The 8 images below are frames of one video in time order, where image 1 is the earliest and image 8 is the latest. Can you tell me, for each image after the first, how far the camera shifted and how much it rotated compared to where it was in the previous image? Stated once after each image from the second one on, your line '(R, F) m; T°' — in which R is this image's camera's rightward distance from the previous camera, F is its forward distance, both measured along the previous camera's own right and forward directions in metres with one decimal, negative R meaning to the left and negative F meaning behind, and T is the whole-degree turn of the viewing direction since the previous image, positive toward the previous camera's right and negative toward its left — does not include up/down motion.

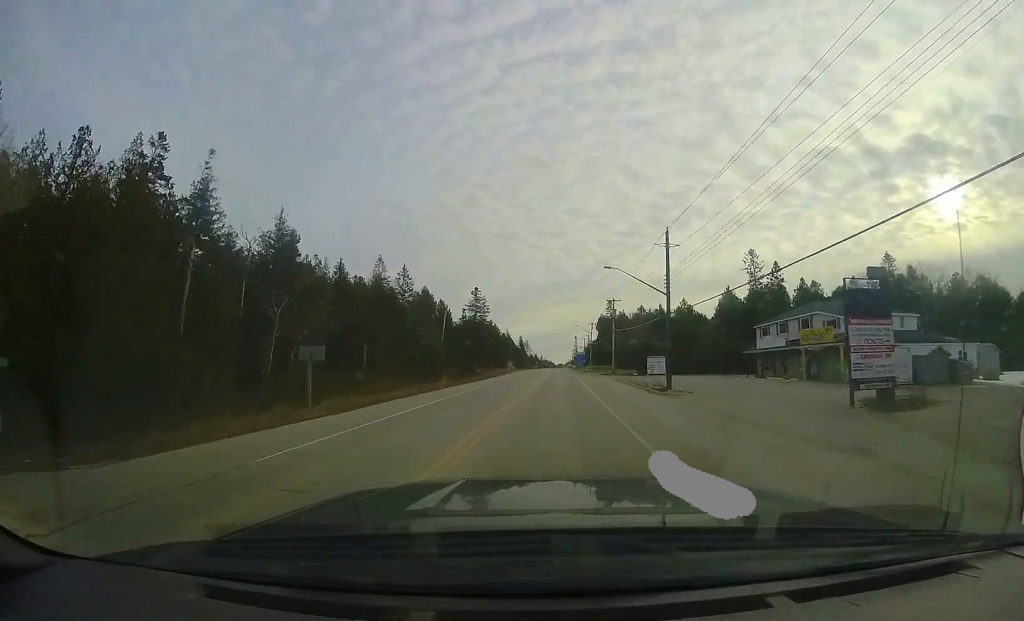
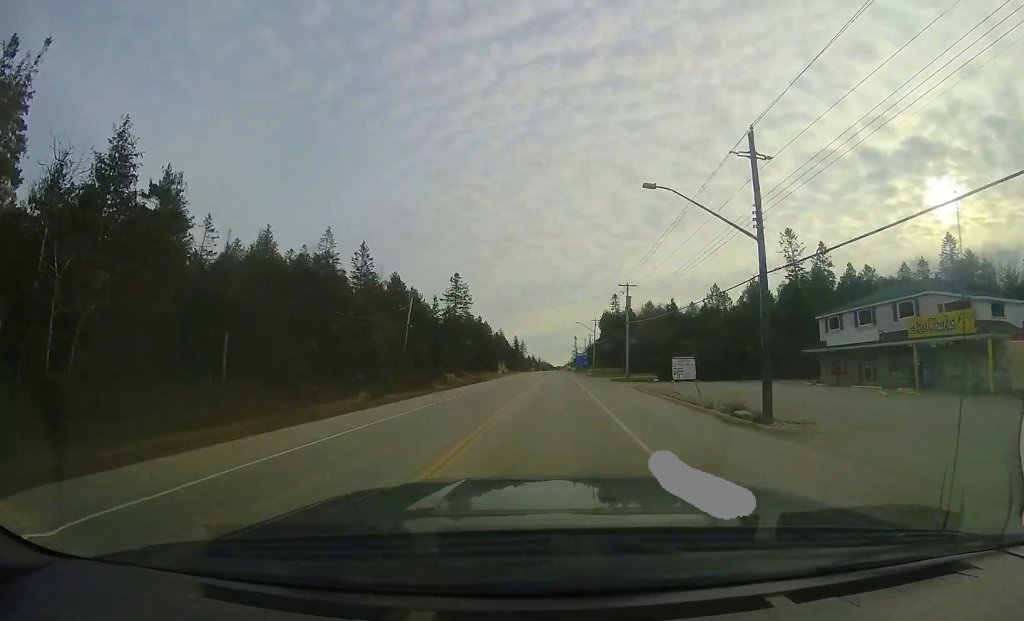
(-0.4, +12.1) m; -1°
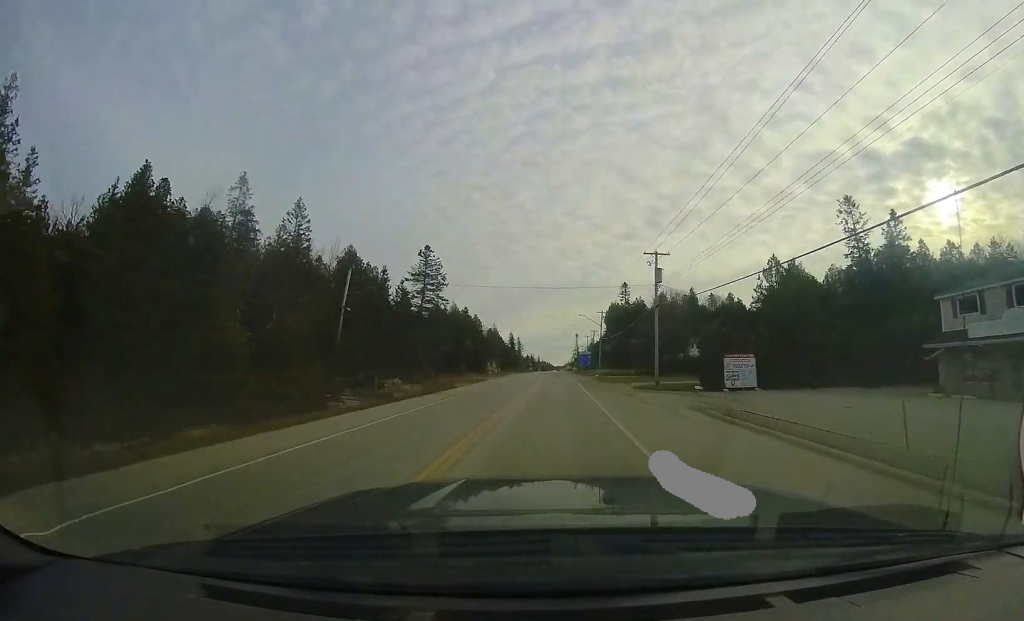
(+0.2, +12.8) m; +1°
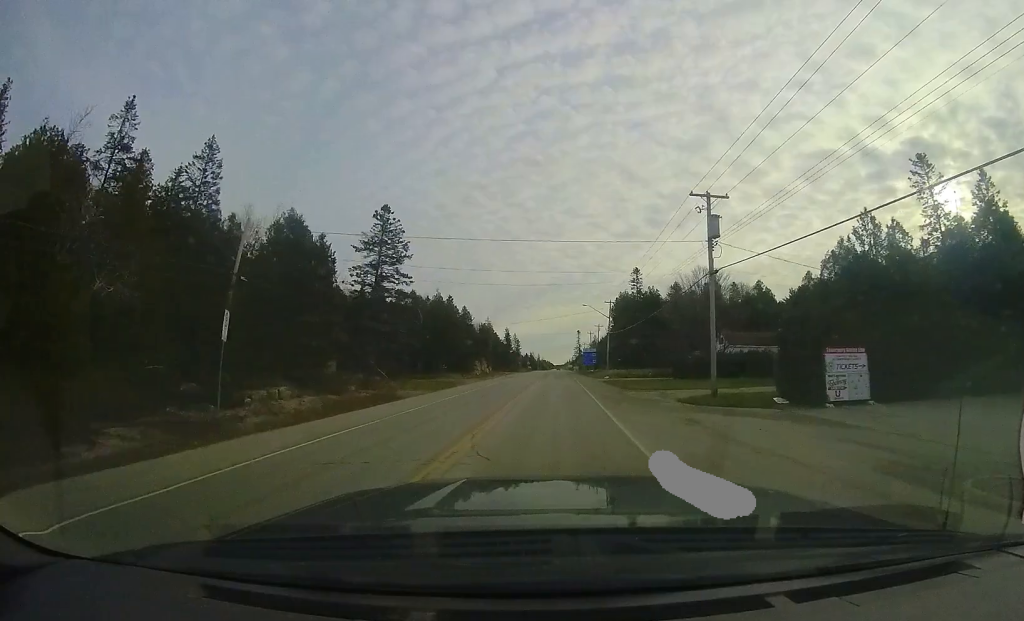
(+0.1, +11.0) m; 0°
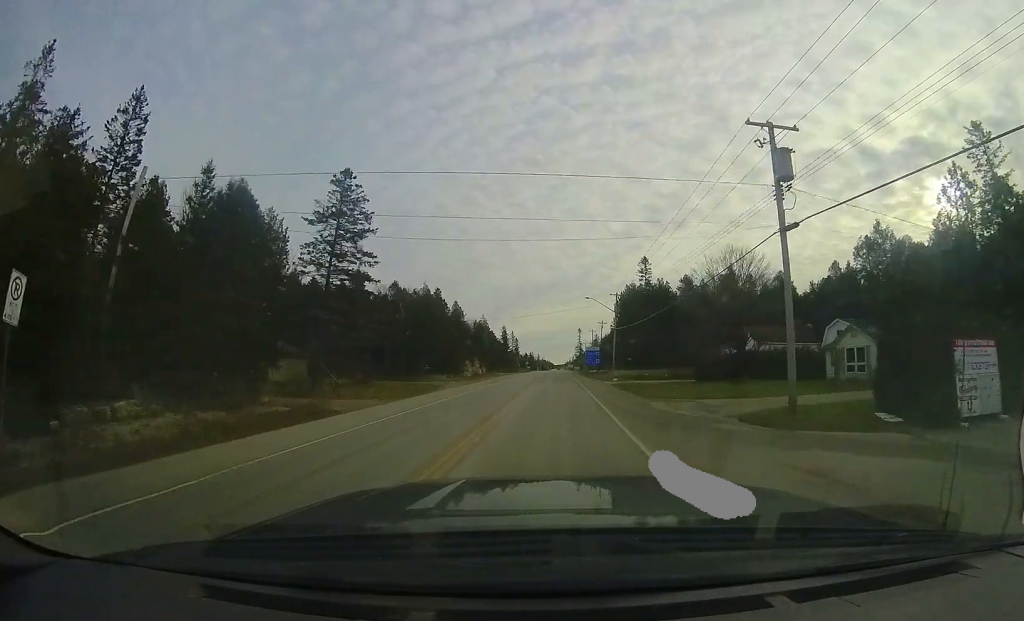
(0.0, +6.5) m; -1°
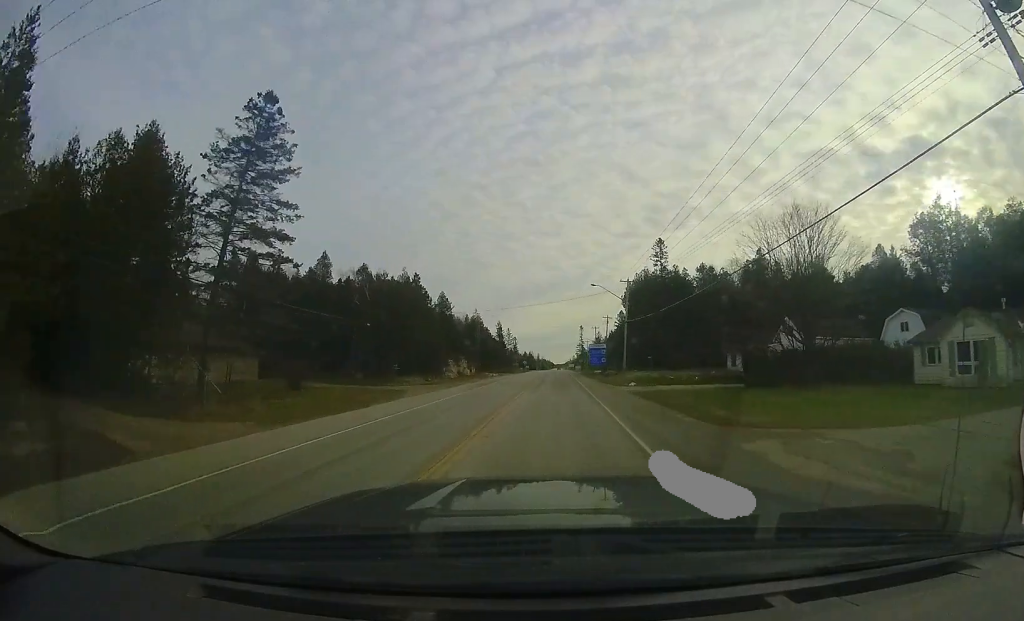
(-0.1, +8.8) m; -1°
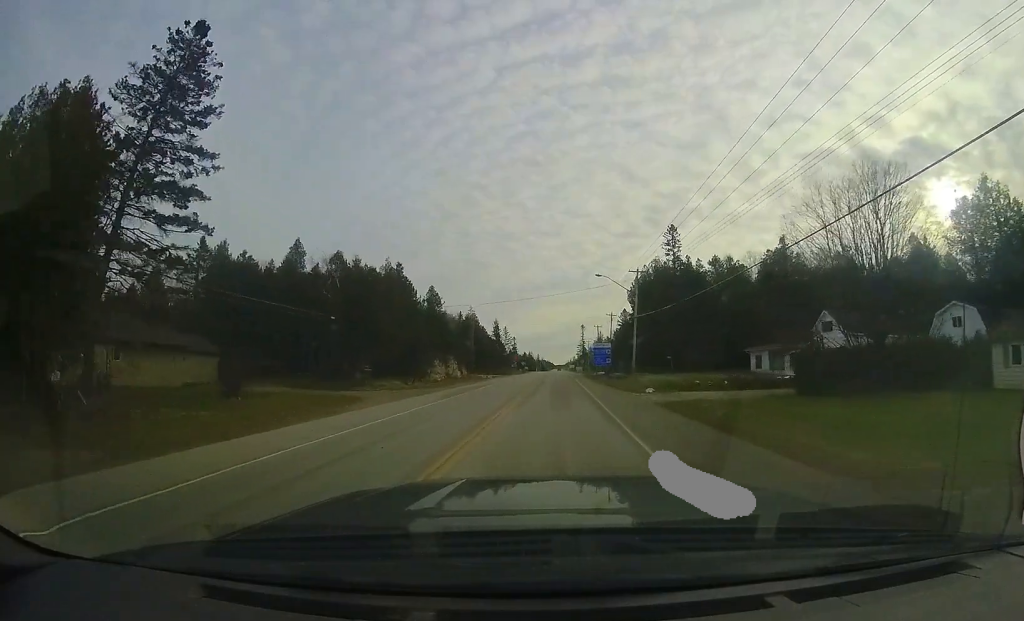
(-0.1, +5.6) m; 0°
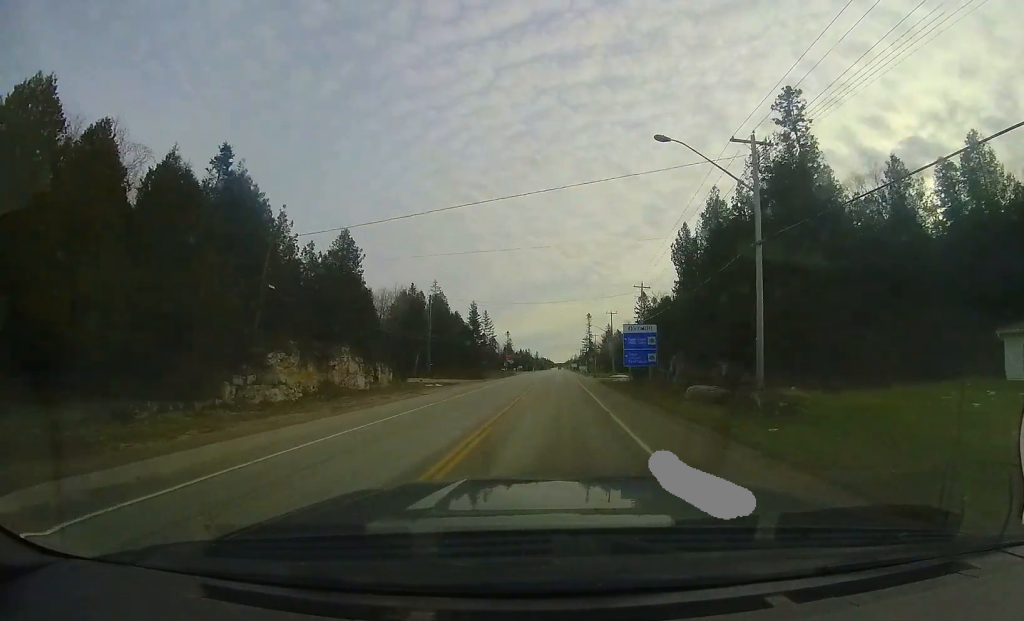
(+1.1, +26.1) m; +2°
